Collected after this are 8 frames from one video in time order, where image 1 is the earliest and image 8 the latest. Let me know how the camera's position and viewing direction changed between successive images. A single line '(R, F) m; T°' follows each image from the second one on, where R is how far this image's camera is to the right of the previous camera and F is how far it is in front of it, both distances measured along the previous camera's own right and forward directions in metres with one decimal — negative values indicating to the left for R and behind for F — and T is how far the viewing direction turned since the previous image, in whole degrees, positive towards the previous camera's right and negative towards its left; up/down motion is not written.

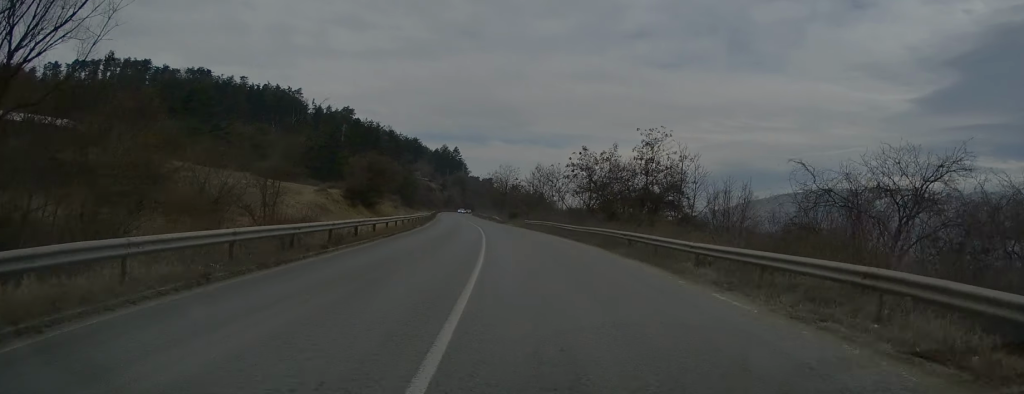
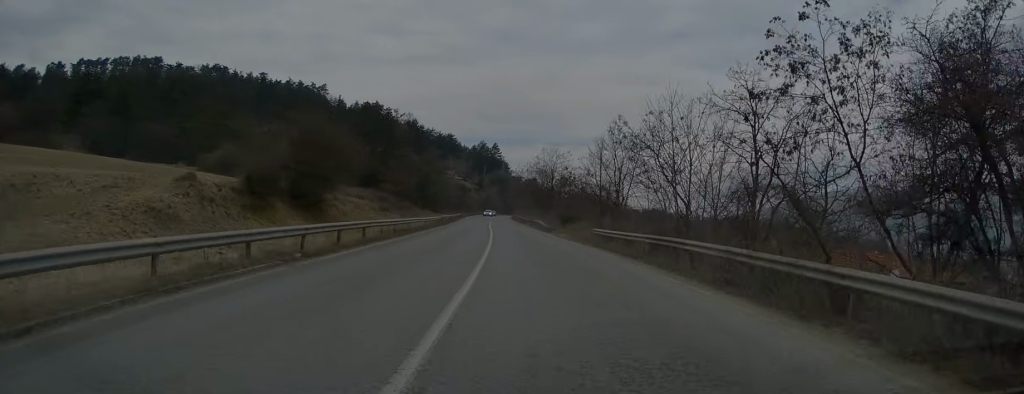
(-0.3, +29.8) m; -3°
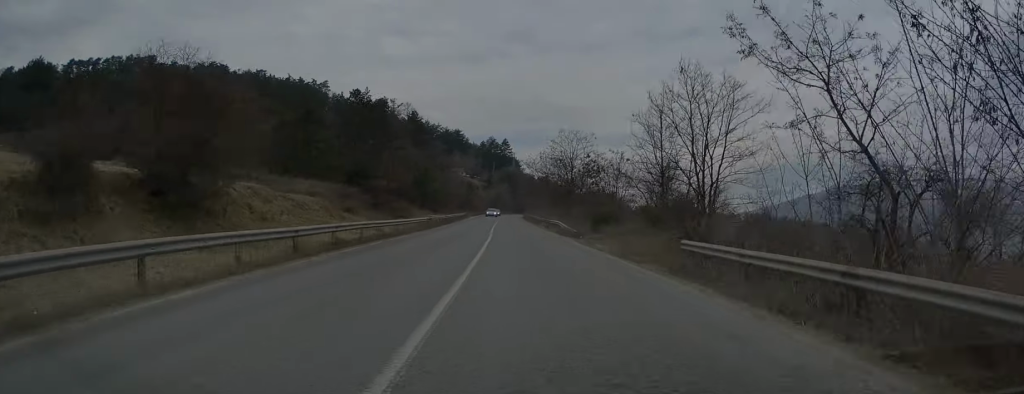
(-0.6, +15.4) m; -2°
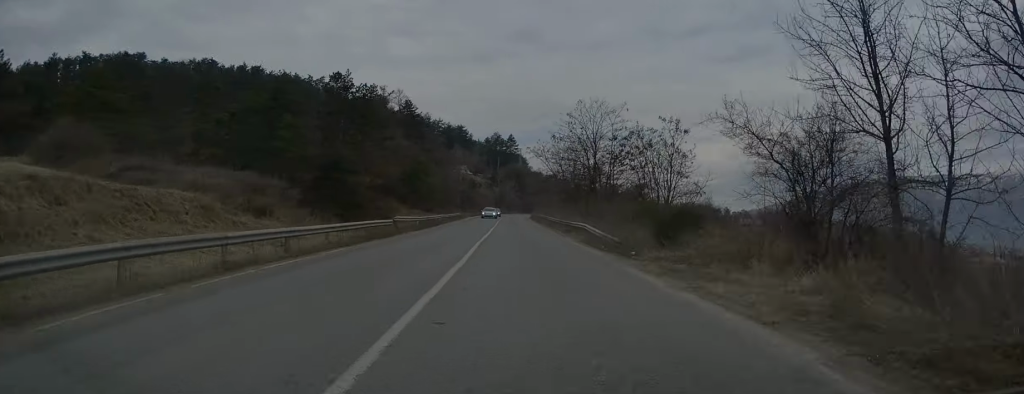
(-0.3, +15.4) m; -1°
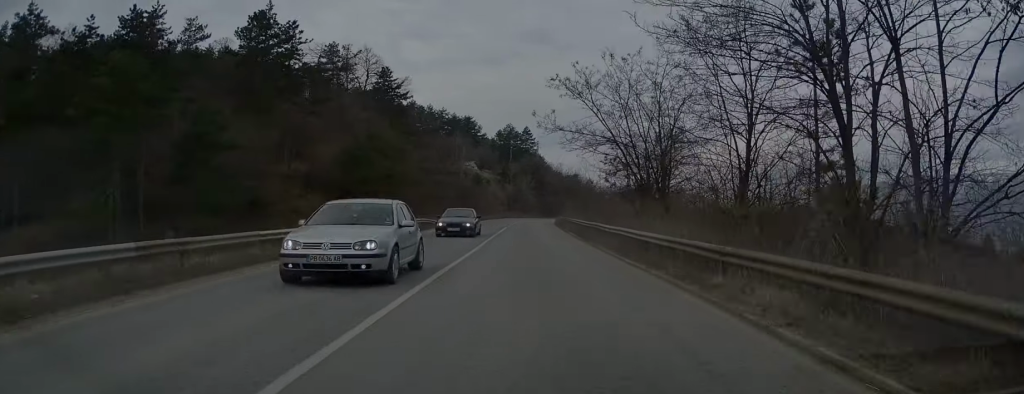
(-0.4, +34.9) m; 0°
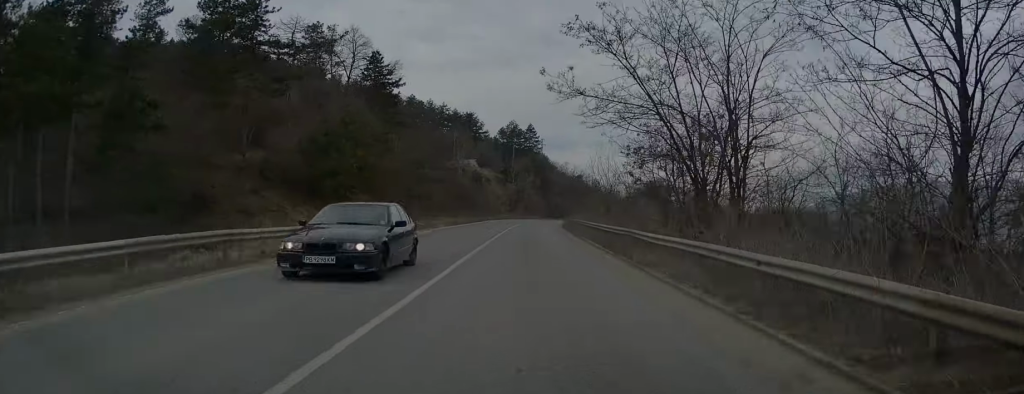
(+0.1, +9.4) m; 0°
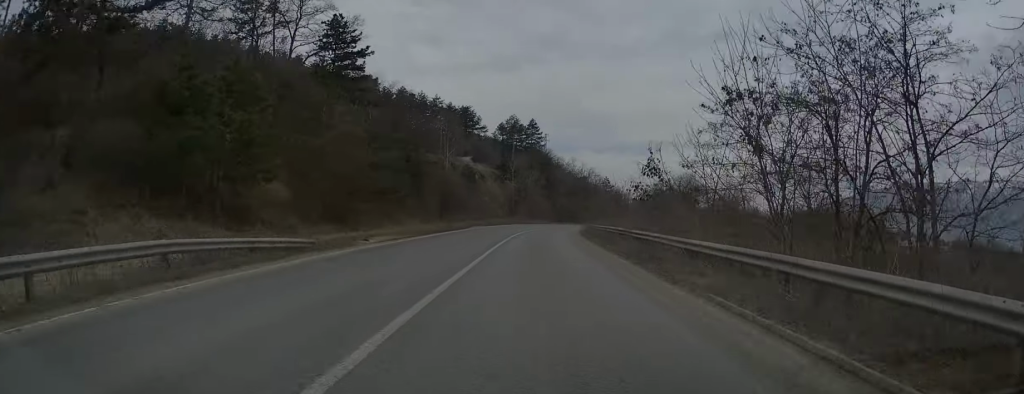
(+0.2, +19.8) m; +1°
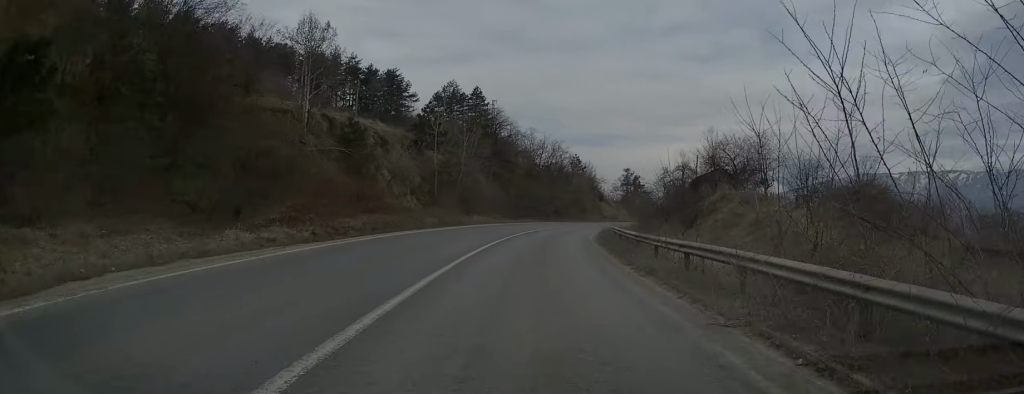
(+0.8, +43.9) m; +3°
